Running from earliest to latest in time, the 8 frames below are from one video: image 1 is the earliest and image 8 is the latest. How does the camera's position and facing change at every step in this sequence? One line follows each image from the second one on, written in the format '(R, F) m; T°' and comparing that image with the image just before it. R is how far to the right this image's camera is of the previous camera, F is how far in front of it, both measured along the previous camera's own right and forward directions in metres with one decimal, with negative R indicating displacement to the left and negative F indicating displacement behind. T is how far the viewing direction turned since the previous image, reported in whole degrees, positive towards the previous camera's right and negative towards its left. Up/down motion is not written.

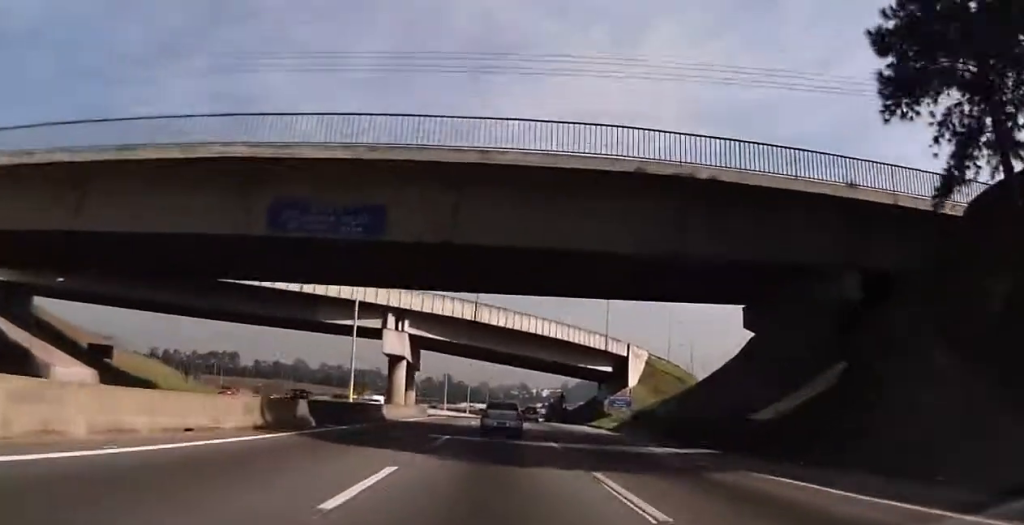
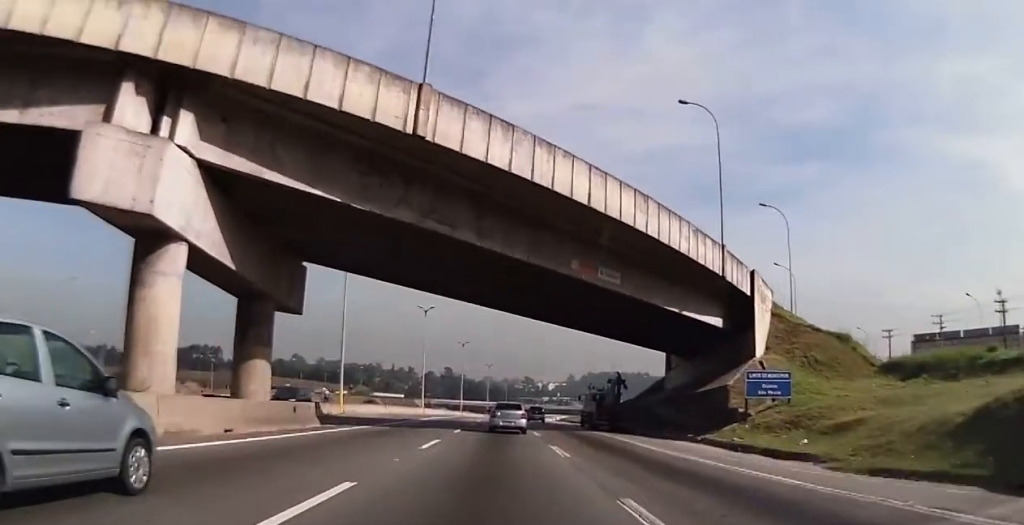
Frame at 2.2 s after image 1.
(+0.8, +38.1) m; 0°
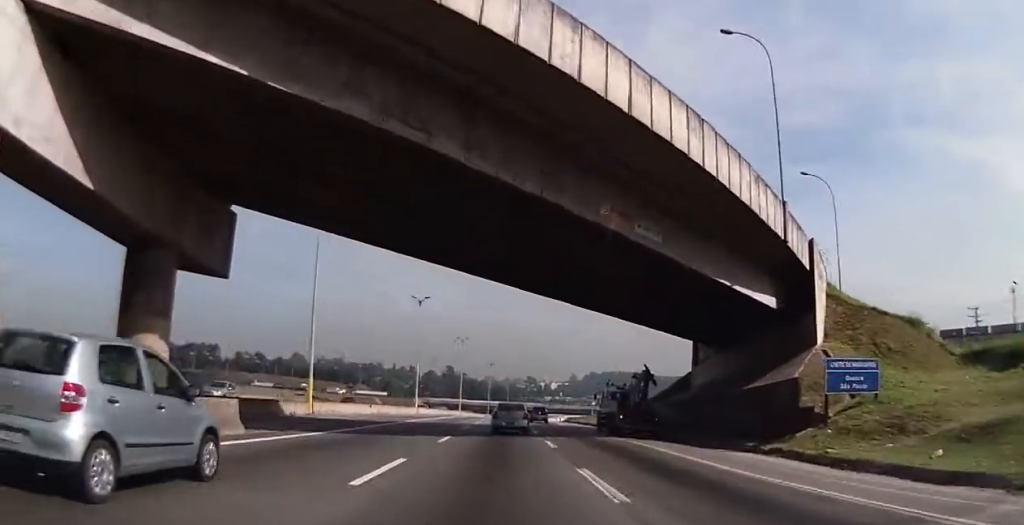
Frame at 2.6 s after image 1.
(0.0, +7.7) m; +1°
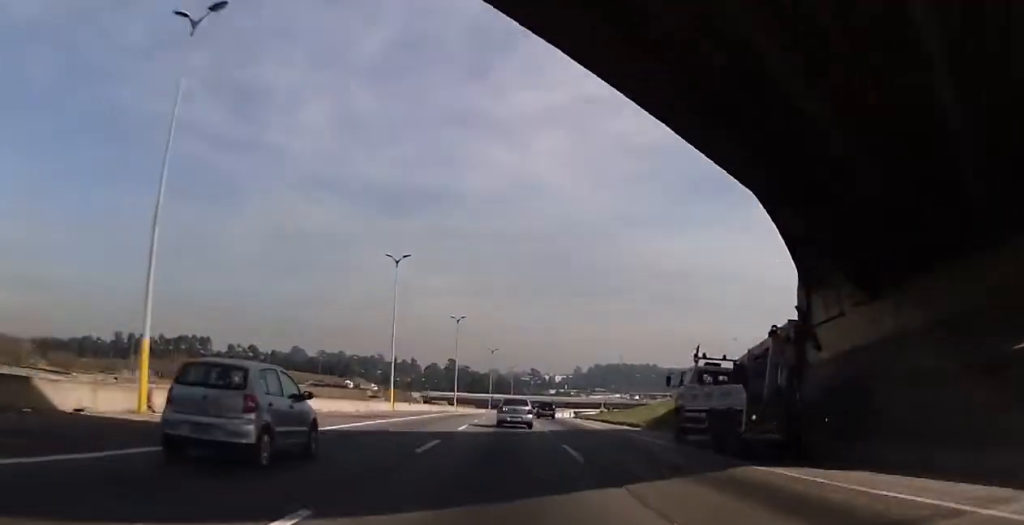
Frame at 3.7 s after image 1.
(+0.3, +18.6) m; +1°
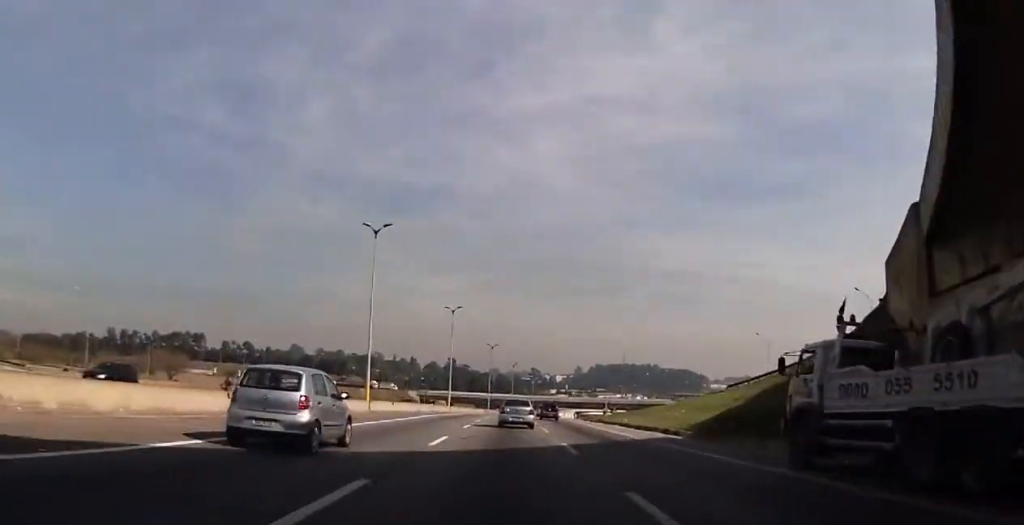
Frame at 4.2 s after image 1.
(+0.1, +10.3) m; 0°
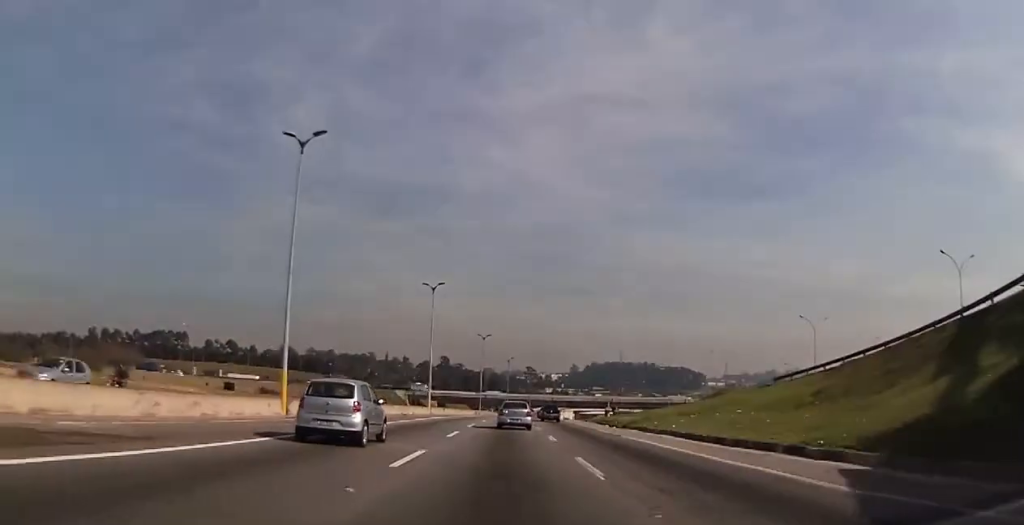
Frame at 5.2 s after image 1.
(-0.3, +17.4) m; 0°
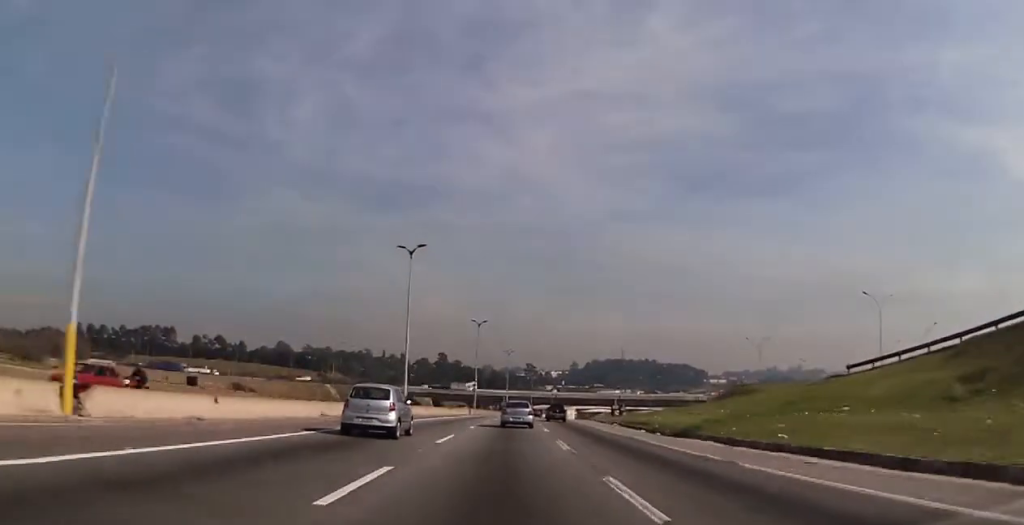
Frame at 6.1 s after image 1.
(+0.4, +16.4) m; 0°
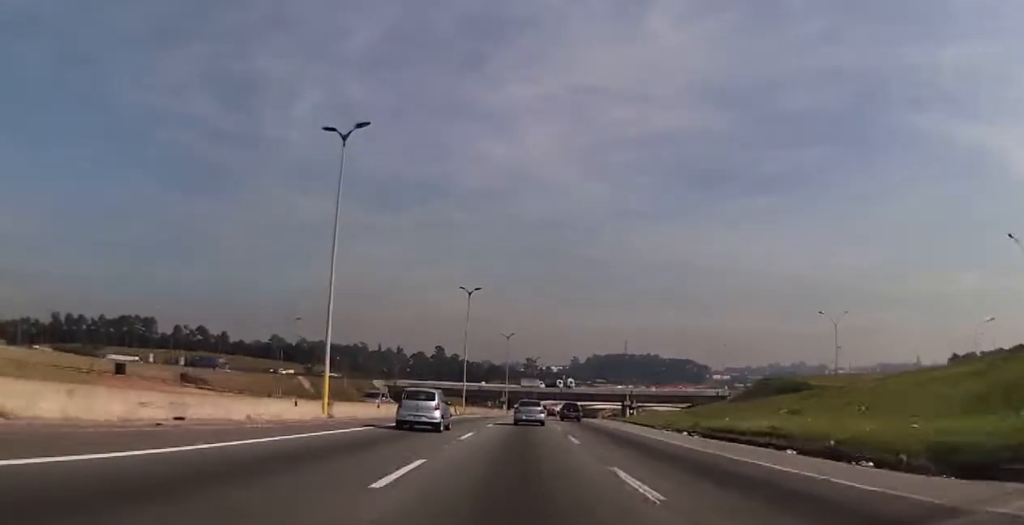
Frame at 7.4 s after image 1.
(-0.4, +23.5) m; 0°
